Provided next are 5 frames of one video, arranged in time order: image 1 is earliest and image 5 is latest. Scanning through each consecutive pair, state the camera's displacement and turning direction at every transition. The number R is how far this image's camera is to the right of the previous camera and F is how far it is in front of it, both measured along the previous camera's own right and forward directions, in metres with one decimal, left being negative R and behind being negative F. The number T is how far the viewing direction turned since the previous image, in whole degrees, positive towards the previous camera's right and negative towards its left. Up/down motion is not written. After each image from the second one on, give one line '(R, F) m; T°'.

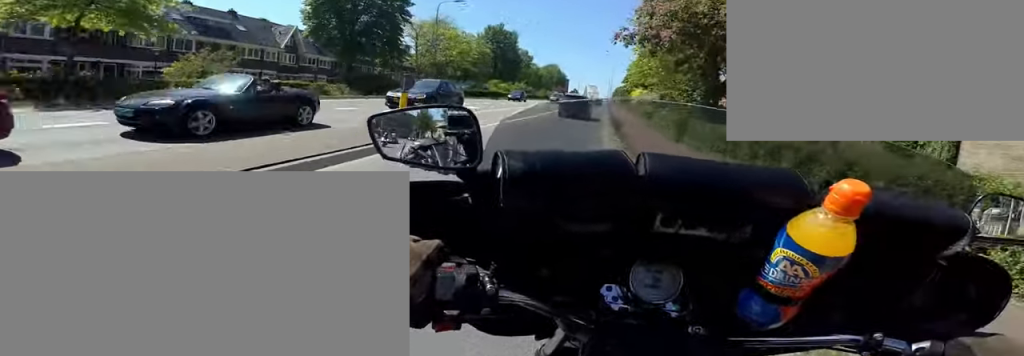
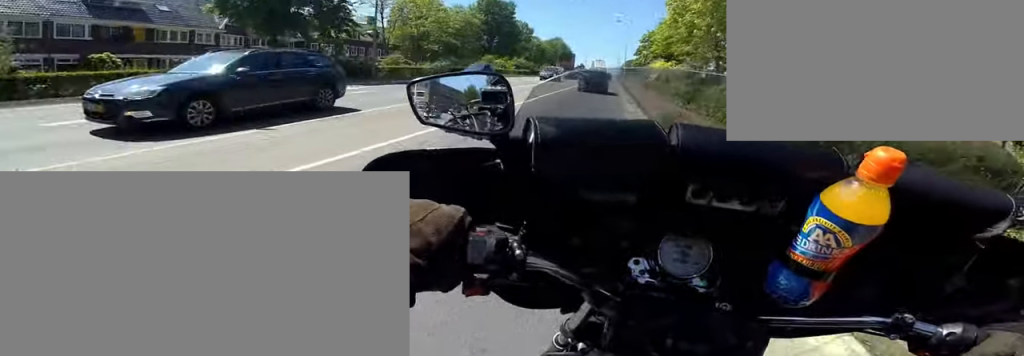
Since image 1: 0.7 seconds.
(-0.1, +8.9) m; +2°
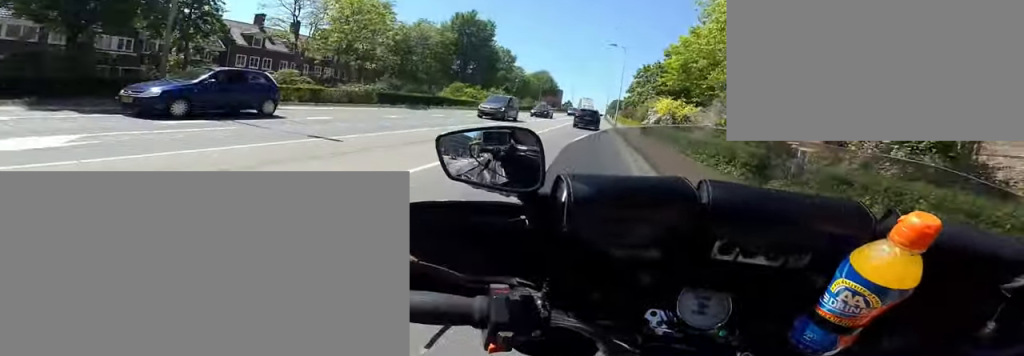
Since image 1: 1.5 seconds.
(+0.5, +10.5) m; +2°
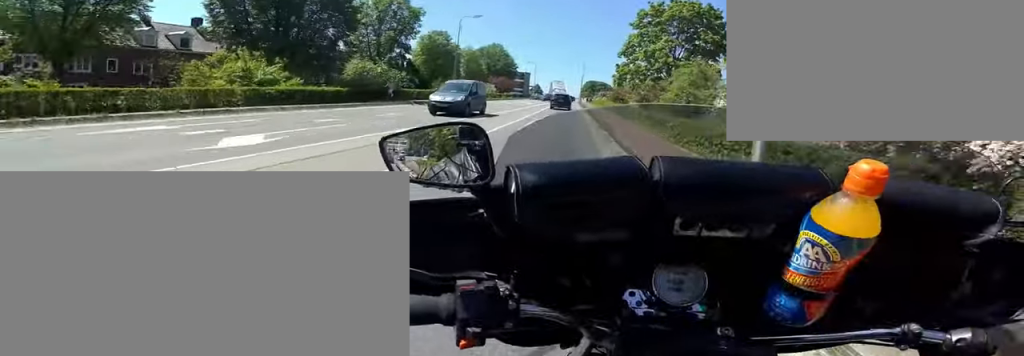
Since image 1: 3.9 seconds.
(+0.4, +32.4) m; +1°
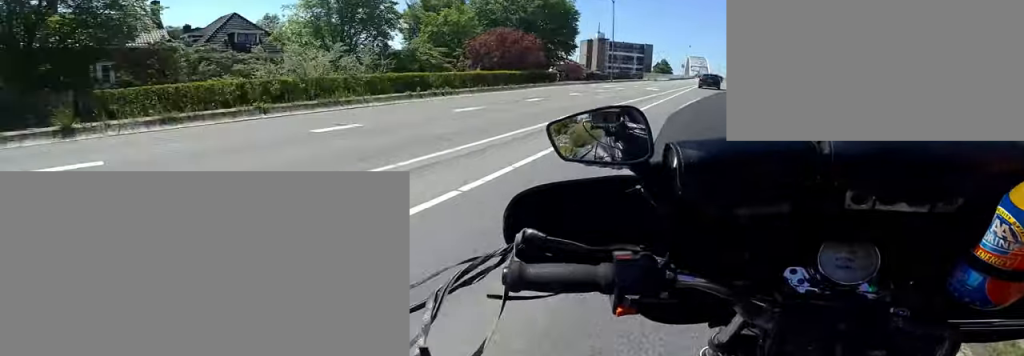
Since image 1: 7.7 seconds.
(+1.3, +50.8) m; +1°
